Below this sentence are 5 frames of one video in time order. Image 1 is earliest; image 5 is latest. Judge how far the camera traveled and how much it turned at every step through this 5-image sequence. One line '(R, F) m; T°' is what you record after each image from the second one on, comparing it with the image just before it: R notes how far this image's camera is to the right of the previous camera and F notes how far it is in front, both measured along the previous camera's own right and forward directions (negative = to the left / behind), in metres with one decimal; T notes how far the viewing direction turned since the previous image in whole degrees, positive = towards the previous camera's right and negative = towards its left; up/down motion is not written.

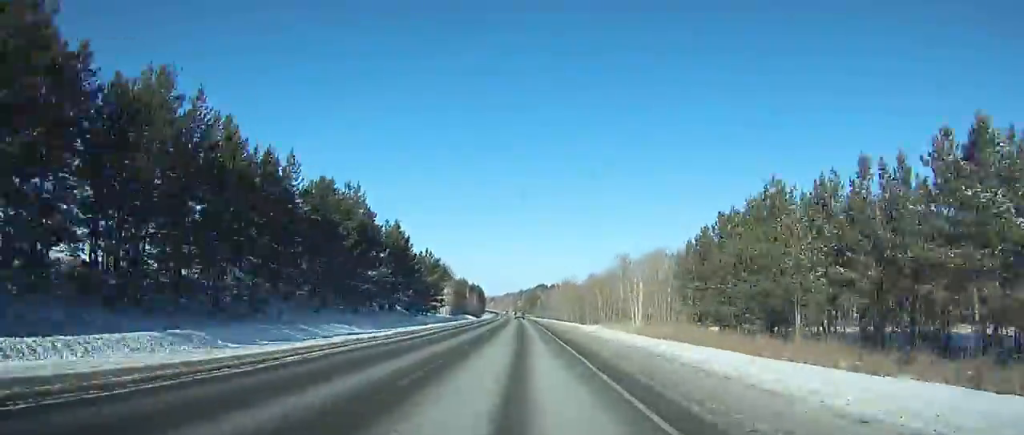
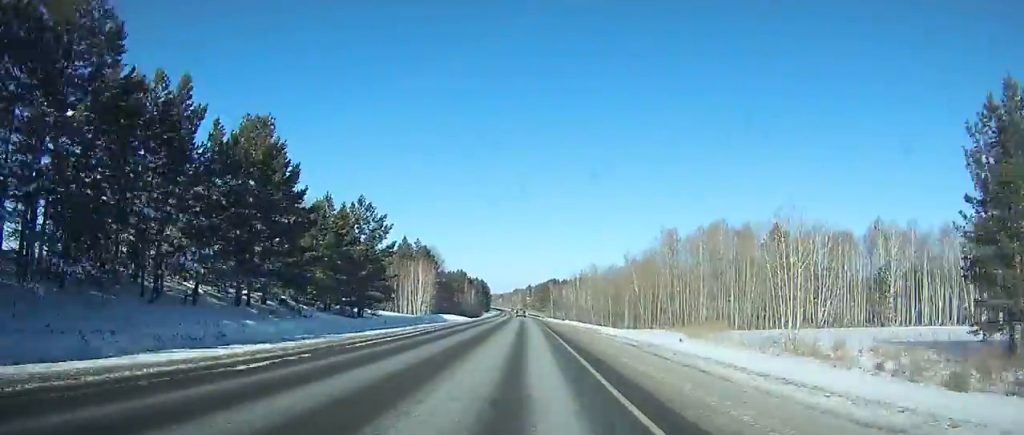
(-0.5, +45.6) m; -1°
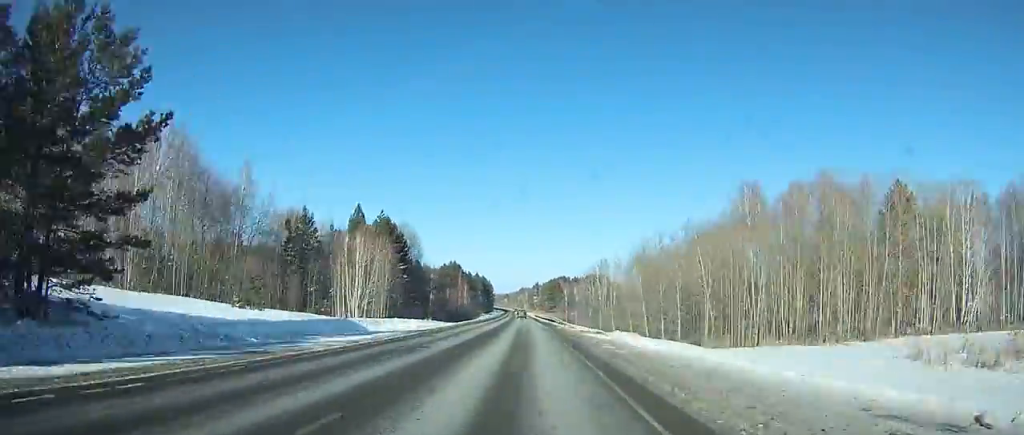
(-0.1, +42.7) m; -1°
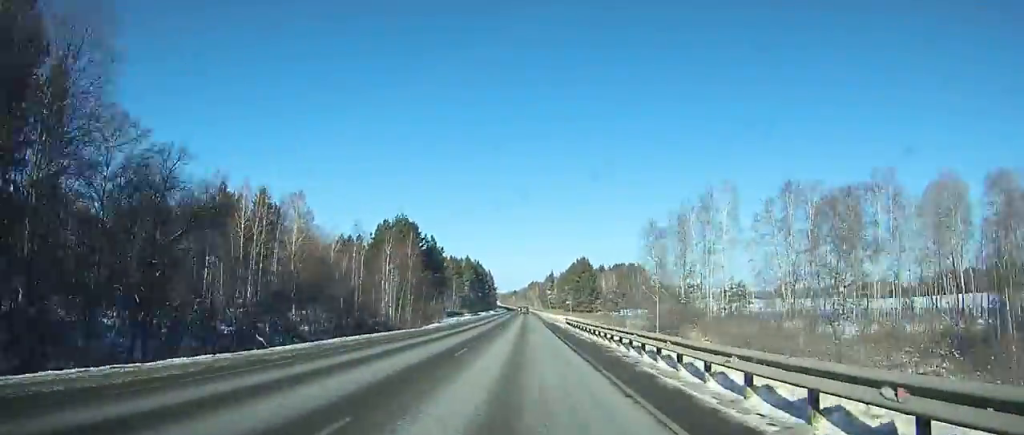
(-0.9, +95.4) m; -1°
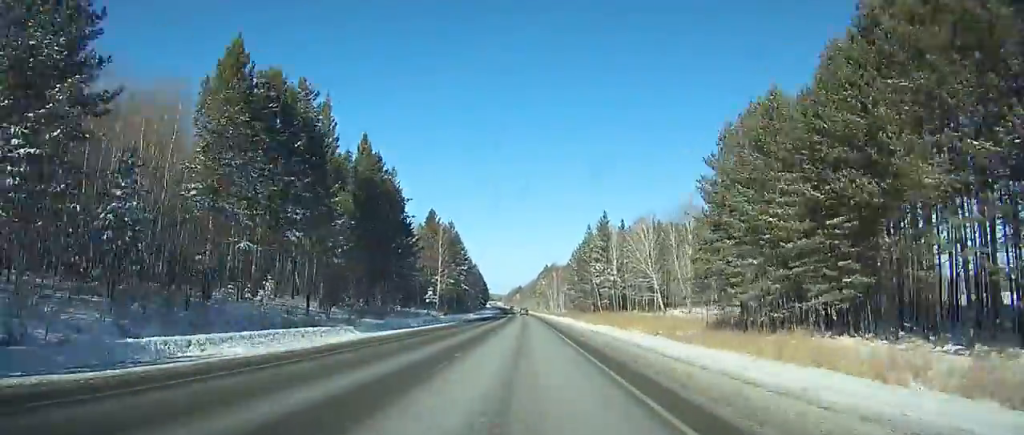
(-1.6, +181.6) m; -1°
